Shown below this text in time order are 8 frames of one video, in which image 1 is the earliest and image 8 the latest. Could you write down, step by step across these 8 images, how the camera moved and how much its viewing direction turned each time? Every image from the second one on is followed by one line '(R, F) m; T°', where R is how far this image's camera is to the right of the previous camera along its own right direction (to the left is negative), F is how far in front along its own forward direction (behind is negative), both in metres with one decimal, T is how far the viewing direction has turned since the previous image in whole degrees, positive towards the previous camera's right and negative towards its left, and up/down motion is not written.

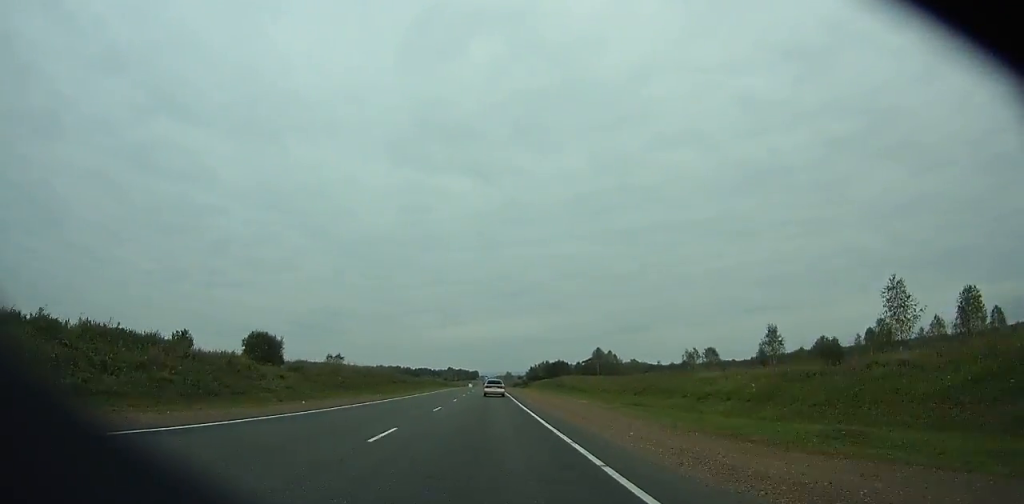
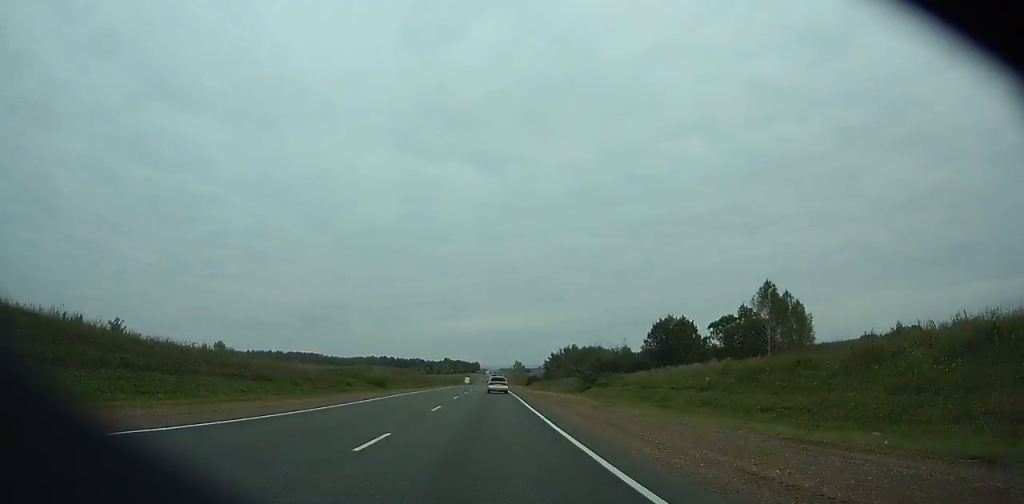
(-0.5, +121.8) m; 0°
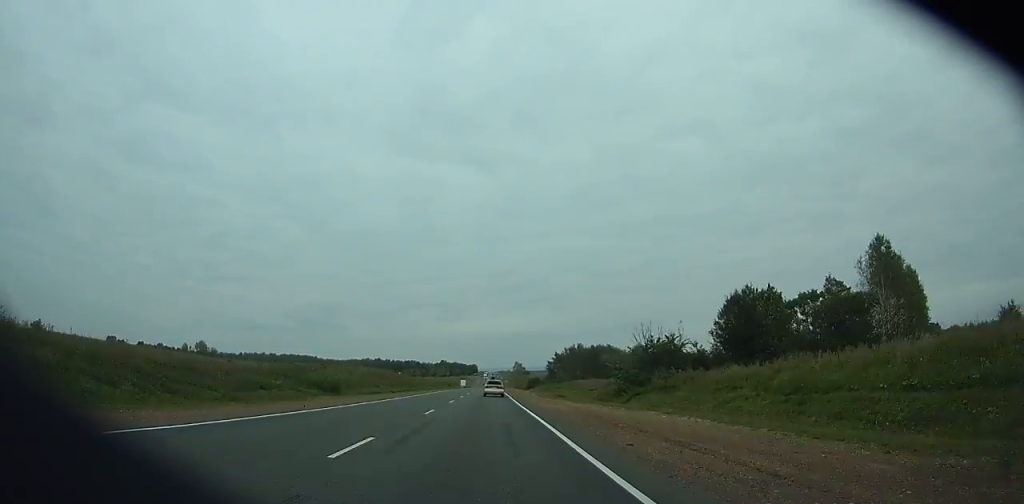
(0.0, +25.8) m; 0°
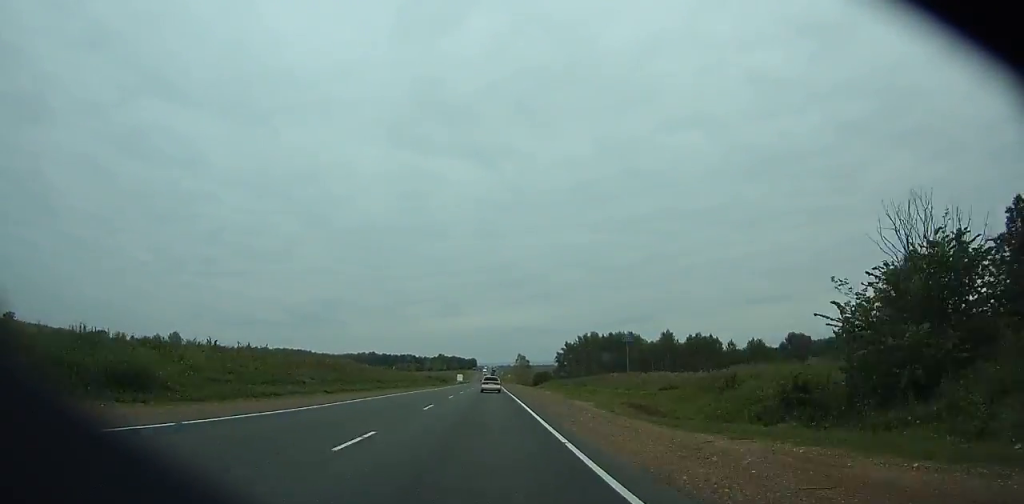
(0.0, +34.4) m; 0°
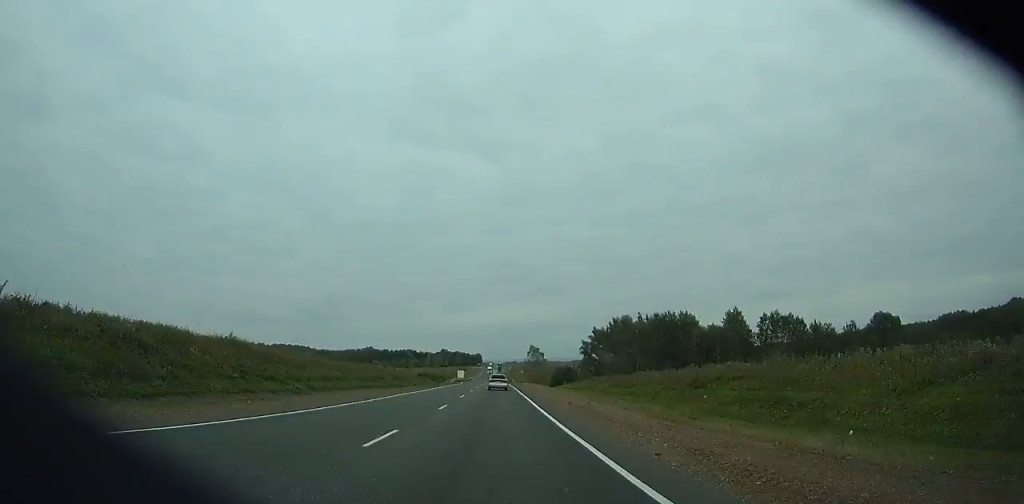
(-0.2, +47.2) m; 0°
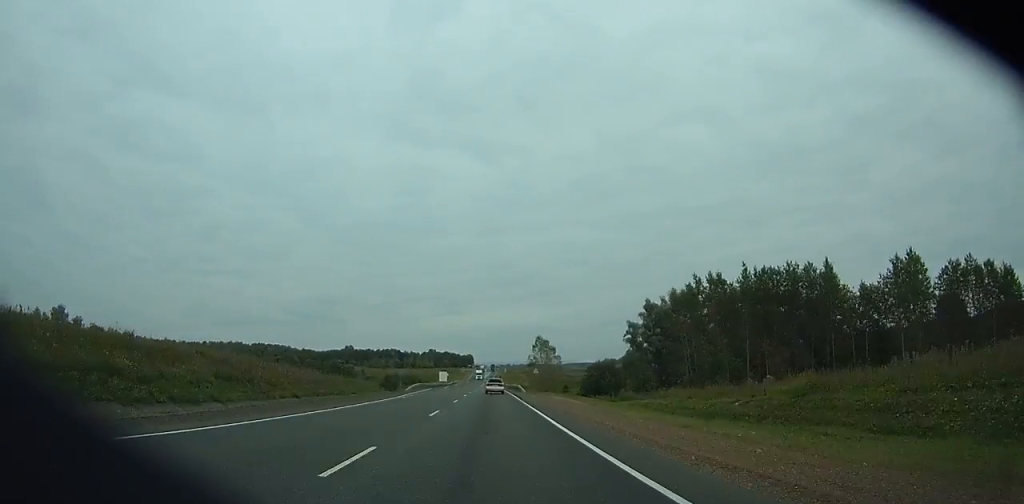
(+0.1, +62.3) m; 0°
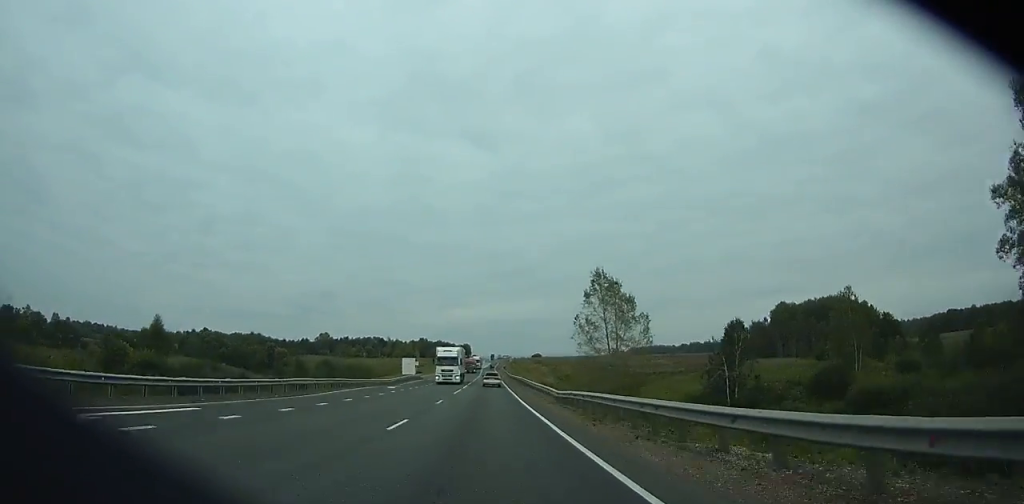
(+0.2, +90.6) m; 0°
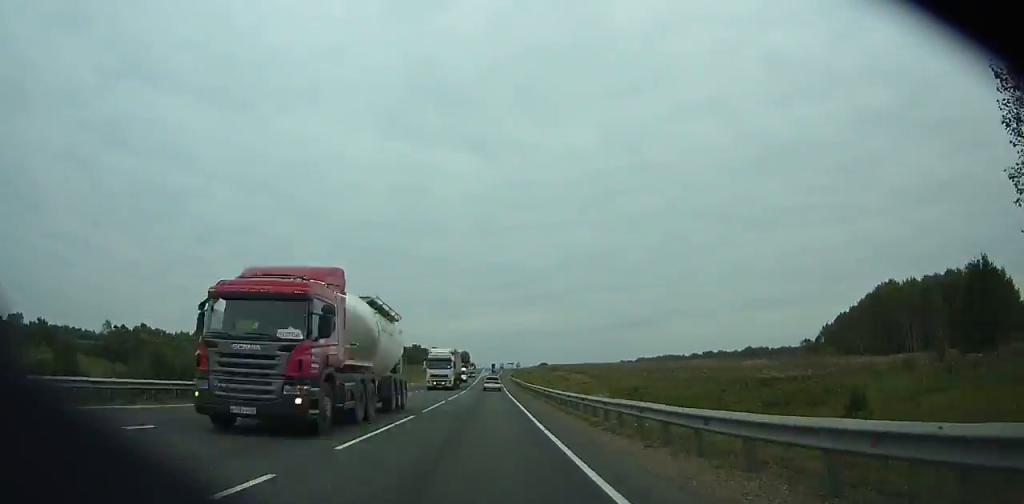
(0.0, +63.0) m; 0°
